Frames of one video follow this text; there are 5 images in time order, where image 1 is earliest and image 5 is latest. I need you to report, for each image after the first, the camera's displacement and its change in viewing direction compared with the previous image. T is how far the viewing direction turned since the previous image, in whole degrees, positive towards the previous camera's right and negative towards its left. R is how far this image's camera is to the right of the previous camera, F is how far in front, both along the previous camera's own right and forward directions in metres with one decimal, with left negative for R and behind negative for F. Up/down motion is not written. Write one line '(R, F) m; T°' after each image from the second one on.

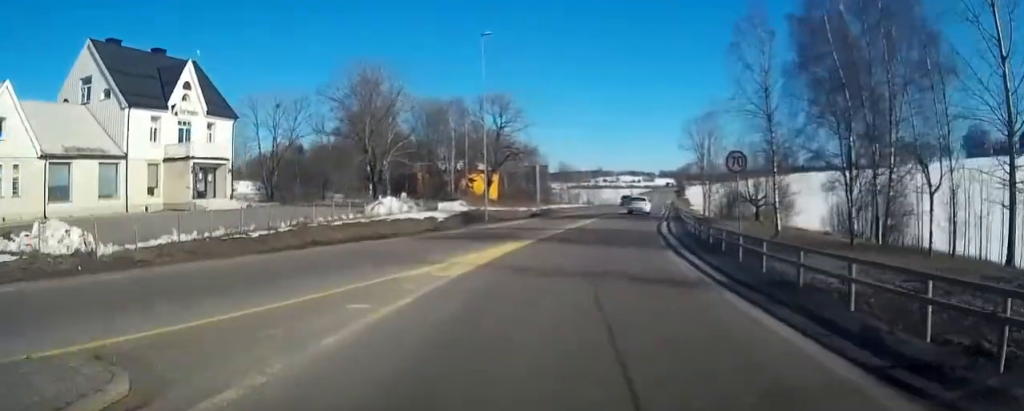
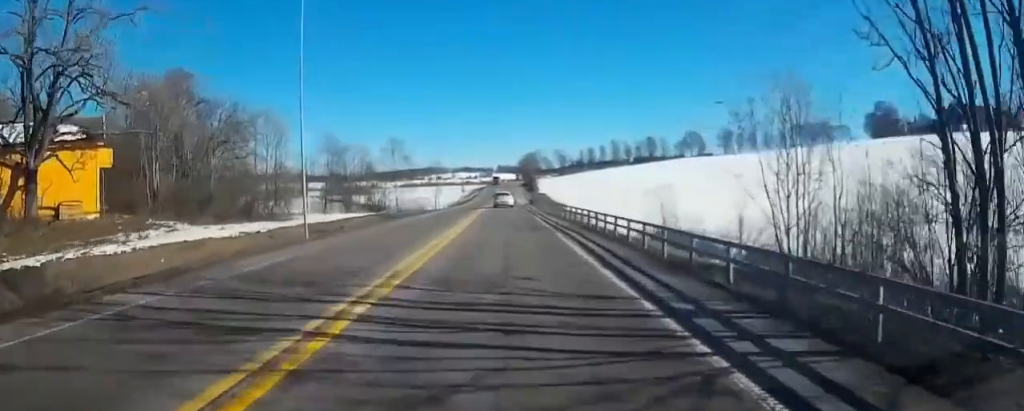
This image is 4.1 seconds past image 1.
(+11.1, +58.9) m; +15°
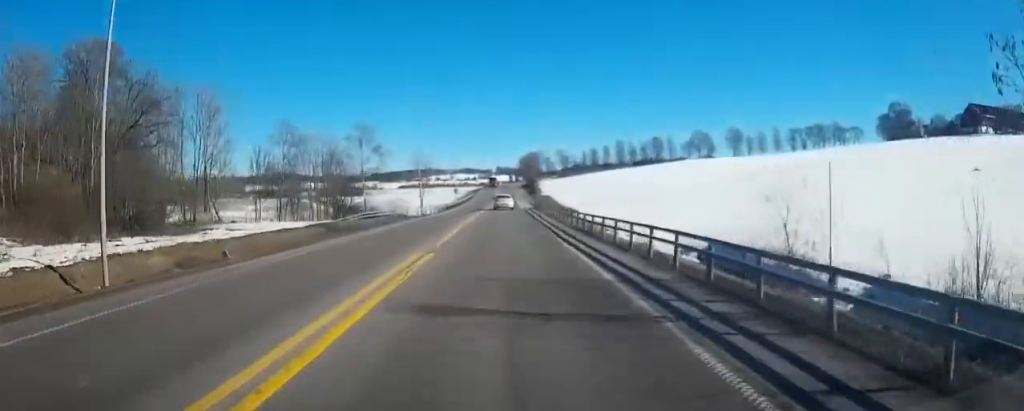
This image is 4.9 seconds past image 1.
(-0.1, +14.9) m; 0°
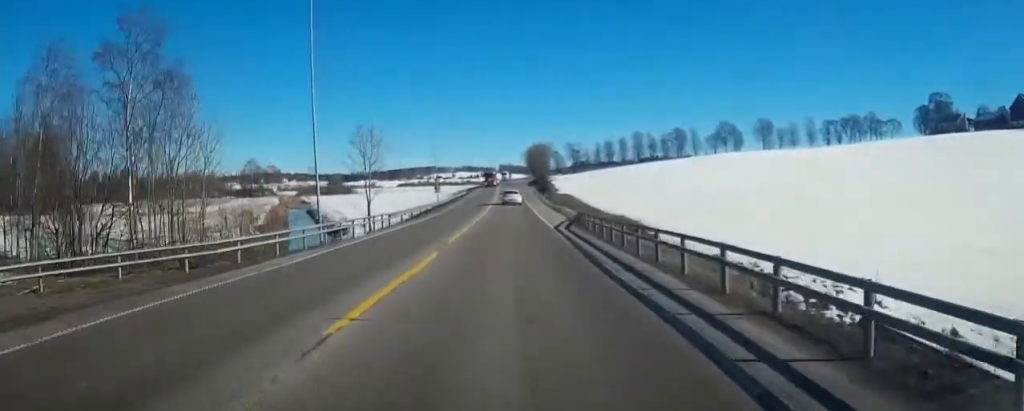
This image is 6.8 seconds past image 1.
(+0.2, +34.9) m; +1°
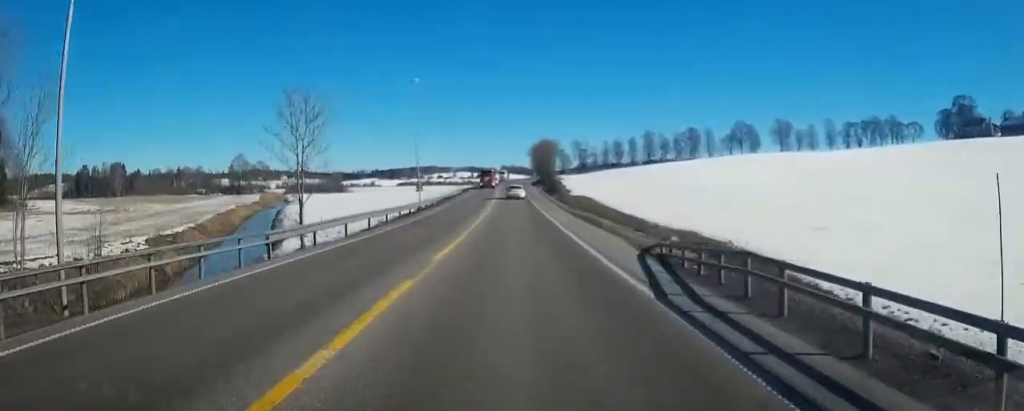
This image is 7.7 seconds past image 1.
(+0.1, +17.5) m; 0°
